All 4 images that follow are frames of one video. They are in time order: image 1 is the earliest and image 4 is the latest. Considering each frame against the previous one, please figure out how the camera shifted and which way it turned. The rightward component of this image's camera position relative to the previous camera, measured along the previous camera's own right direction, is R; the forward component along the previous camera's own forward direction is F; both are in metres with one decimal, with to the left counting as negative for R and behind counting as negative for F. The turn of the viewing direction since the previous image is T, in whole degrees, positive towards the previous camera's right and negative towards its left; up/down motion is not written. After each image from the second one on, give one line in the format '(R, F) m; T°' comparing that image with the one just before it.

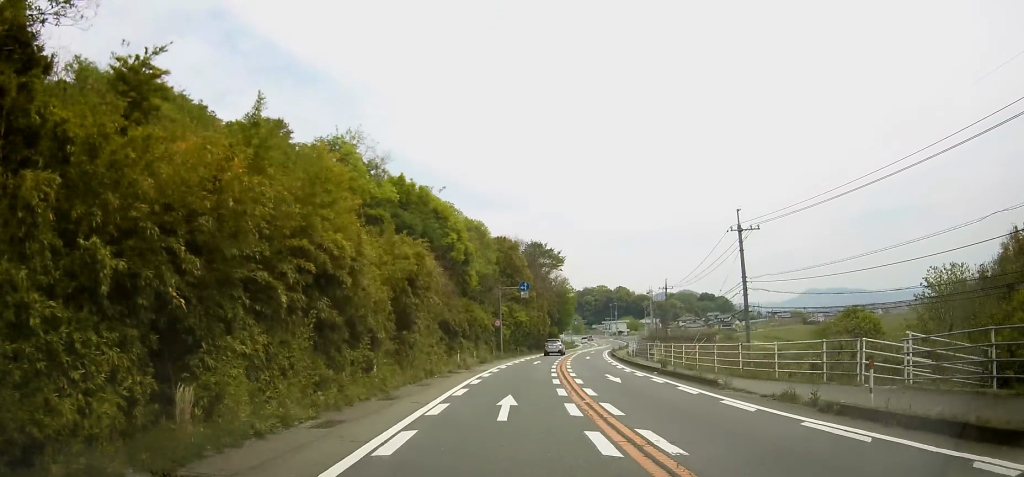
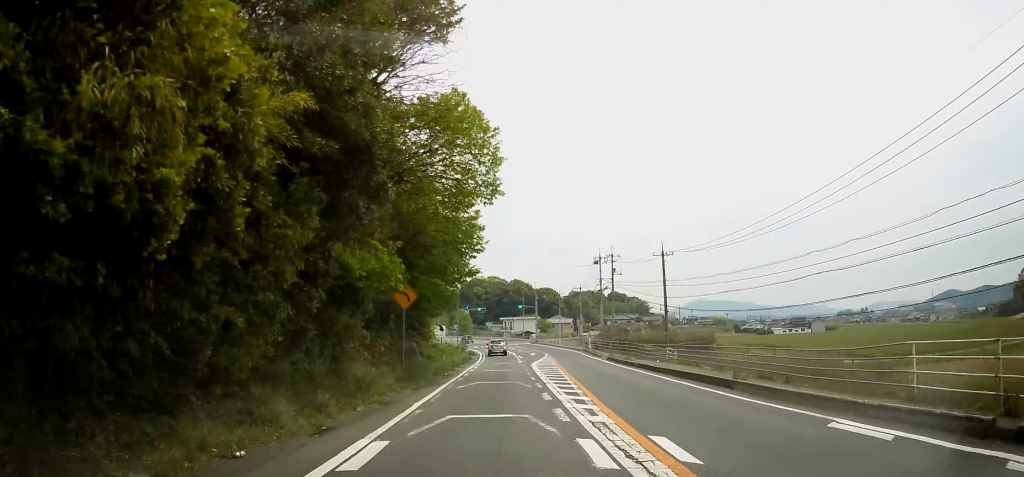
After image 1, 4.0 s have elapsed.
(+7.2, +67.7) m; +12°
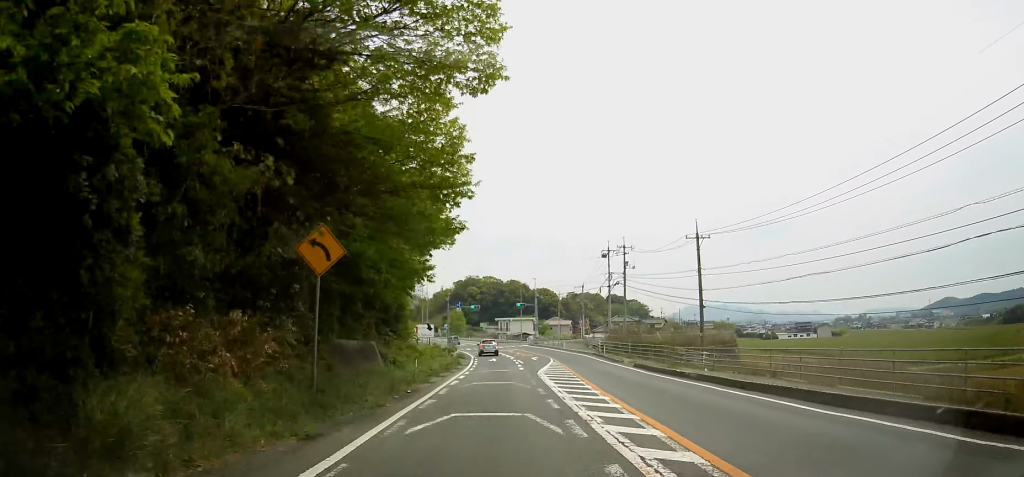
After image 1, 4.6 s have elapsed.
(+0.1, +9.7) m; +1°
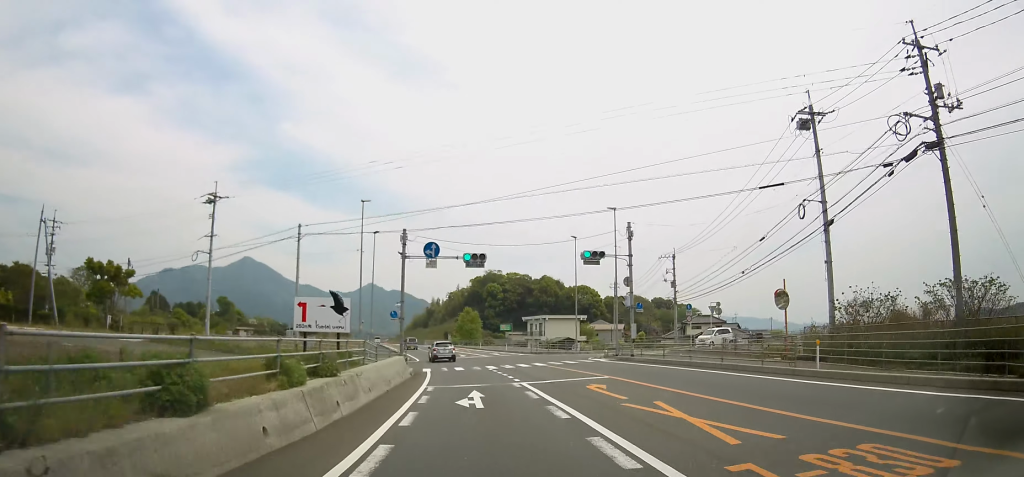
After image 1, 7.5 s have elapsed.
(+0.9, +50.8) m; 0°
